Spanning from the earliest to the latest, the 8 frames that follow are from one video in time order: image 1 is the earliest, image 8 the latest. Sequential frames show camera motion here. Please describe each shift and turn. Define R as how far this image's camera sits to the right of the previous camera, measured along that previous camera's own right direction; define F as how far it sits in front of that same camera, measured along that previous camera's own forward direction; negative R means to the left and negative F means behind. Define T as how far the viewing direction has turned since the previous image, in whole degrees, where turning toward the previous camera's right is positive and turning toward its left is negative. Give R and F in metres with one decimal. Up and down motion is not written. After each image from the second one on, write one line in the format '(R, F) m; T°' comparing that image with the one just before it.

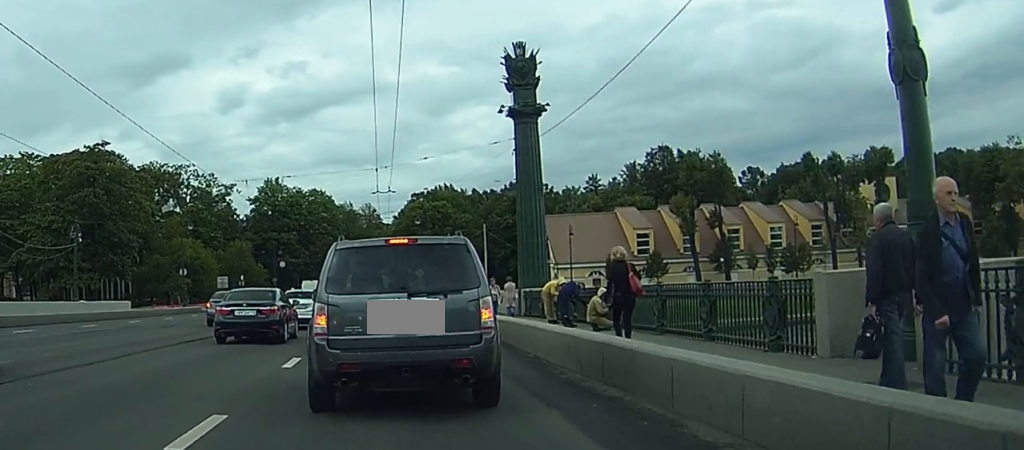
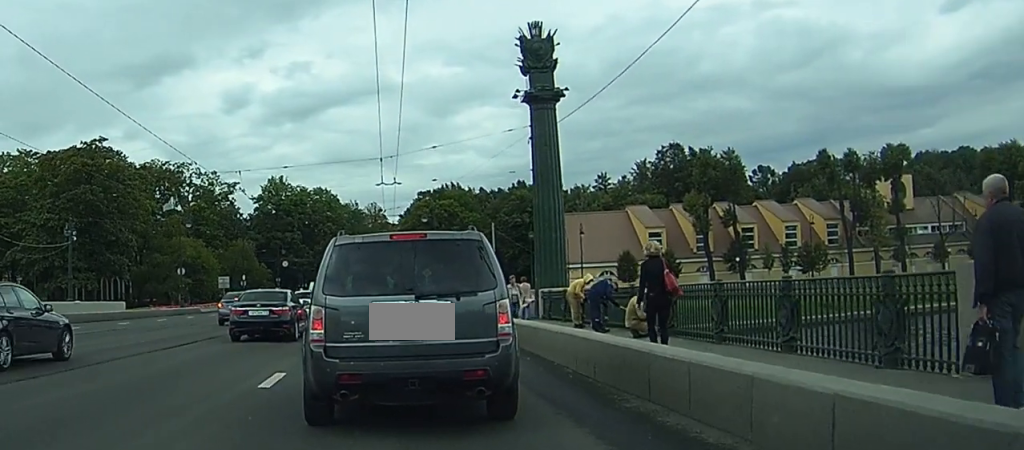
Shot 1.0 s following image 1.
(0.0, +3.5) m; 0°
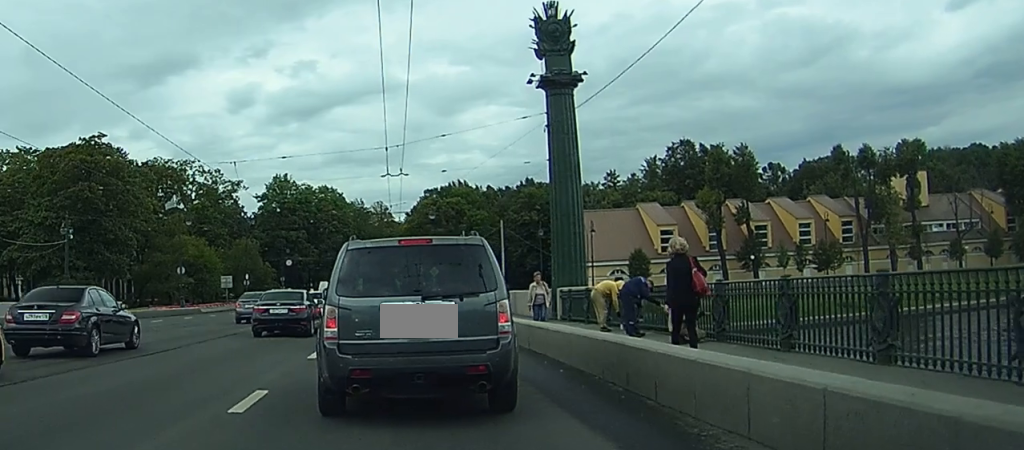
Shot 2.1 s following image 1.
(0.0, +3.3) m; -1°
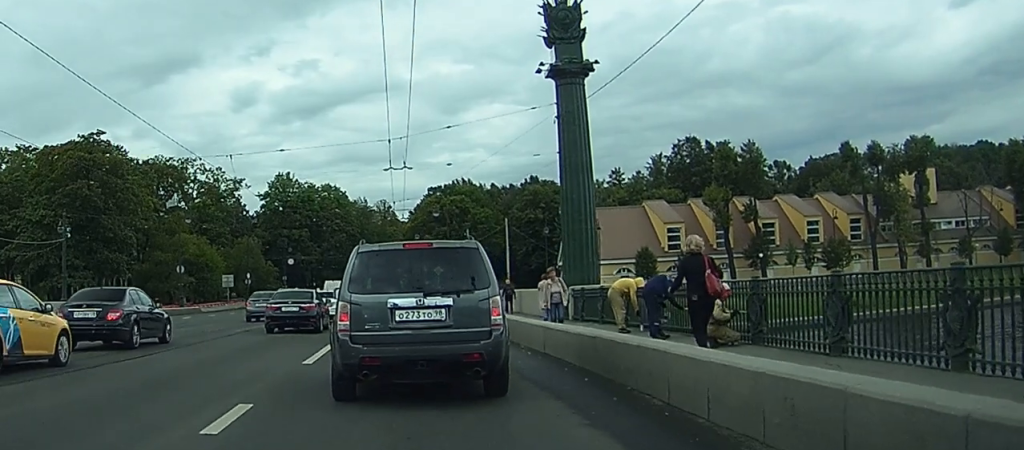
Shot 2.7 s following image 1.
(0.0, +1.9) m; -1°
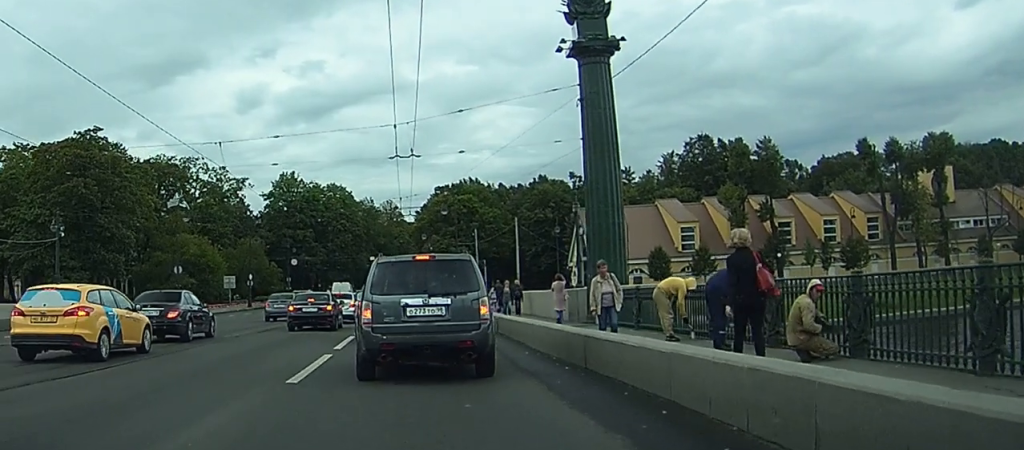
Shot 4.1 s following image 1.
(-0.1, +3.5) m; -3°
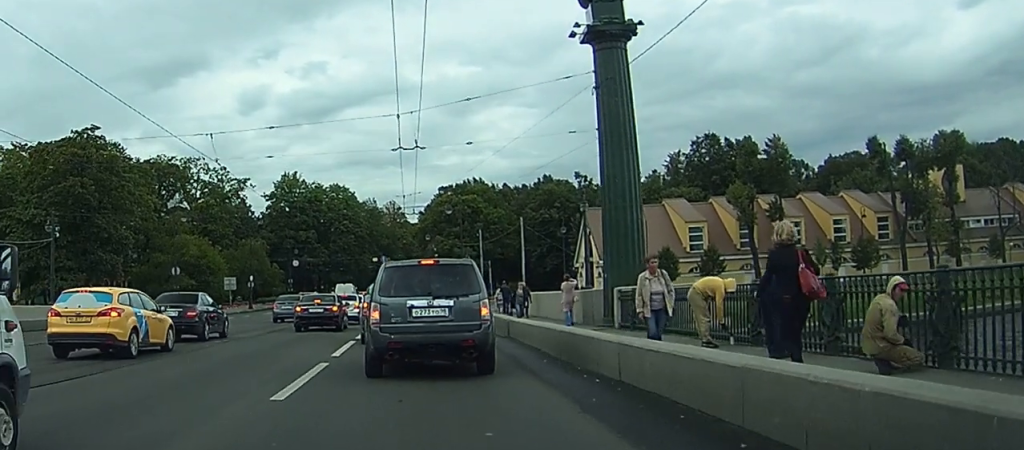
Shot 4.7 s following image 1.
(0.0, +1.6) m; -2°
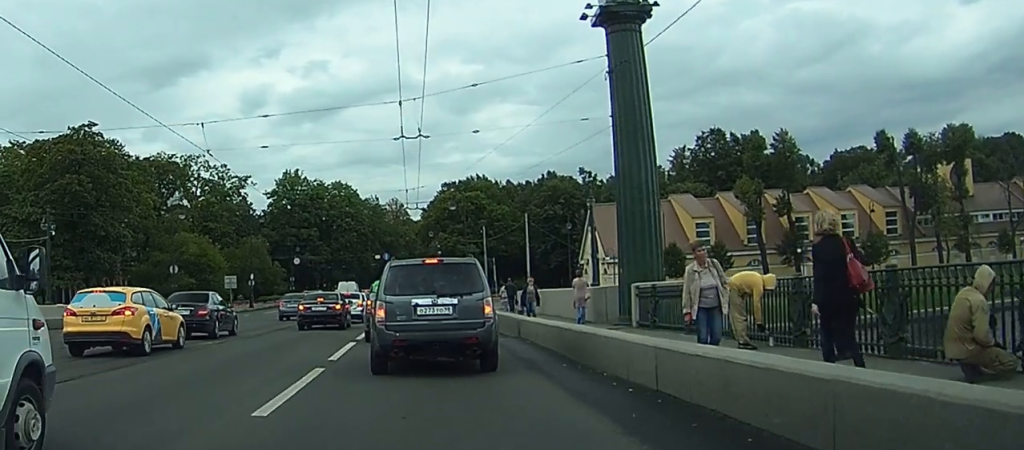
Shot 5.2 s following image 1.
(0.0, +1.2) m; 0°
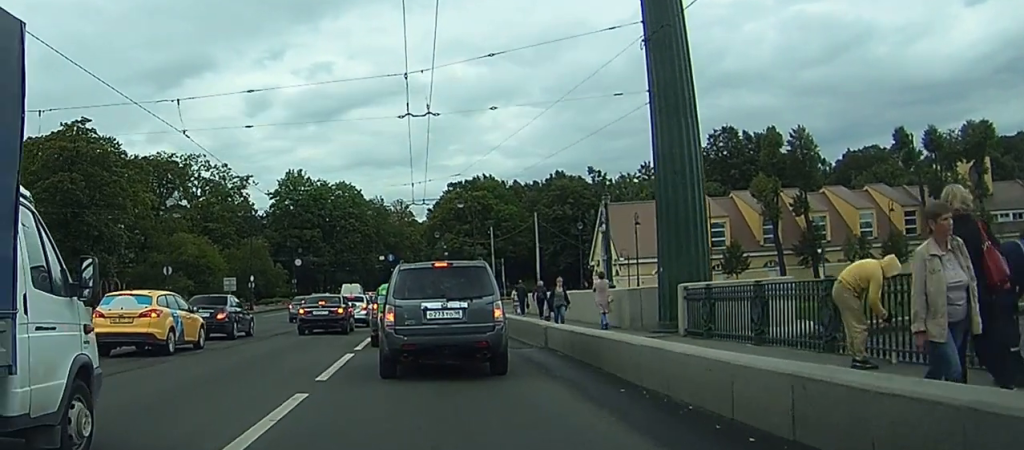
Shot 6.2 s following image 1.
(0.0, +2.7) m; -1°
